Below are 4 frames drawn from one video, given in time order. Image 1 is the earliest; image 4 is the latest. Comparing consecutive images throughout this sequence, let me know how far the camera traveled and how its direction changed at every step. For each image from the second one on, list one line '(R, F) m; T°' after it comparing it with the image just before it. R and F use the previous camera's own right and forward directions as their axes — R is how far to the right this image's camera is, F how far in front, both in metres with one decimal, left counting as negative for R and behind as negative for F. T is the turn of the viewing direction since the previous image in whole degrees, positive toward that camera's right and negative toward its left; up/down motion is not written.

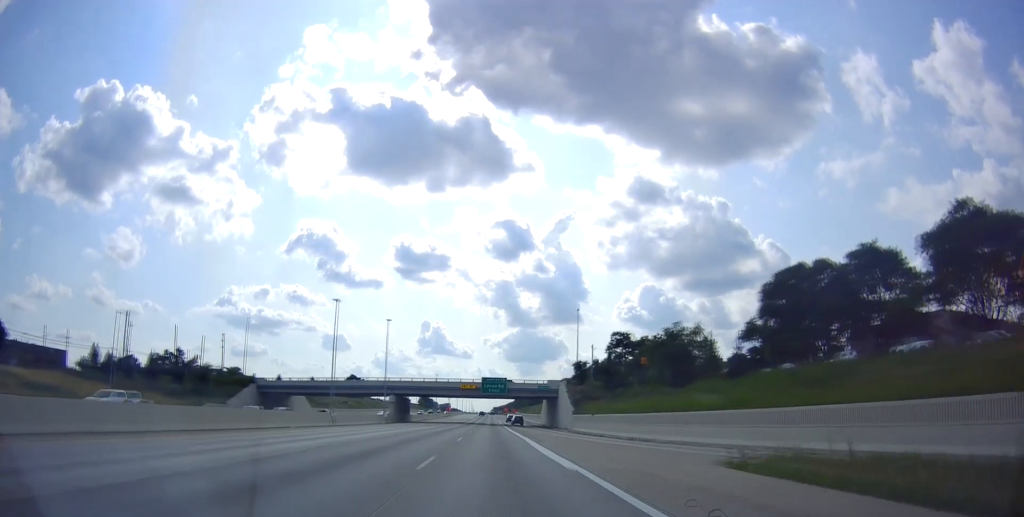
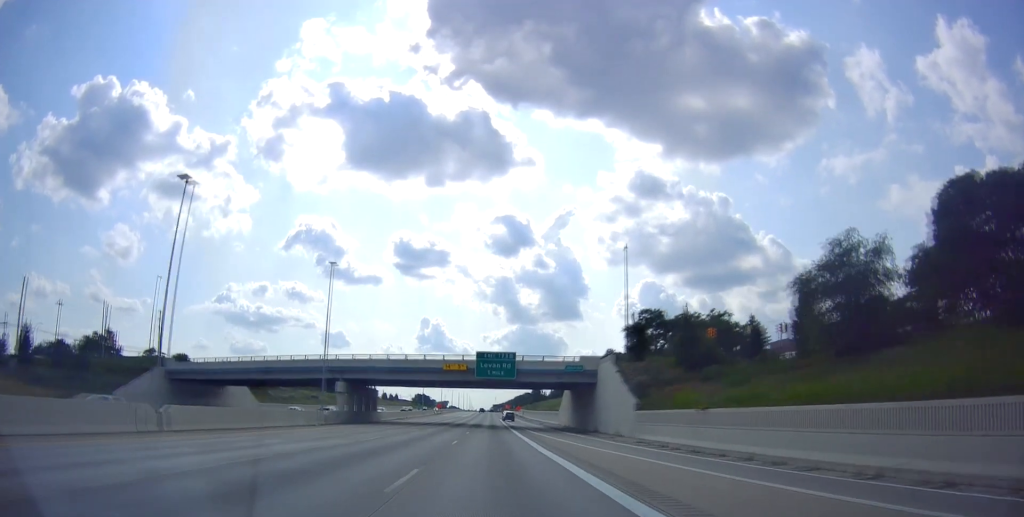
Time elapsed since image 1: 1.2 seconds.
(+0.4, +34.2) m; +1°
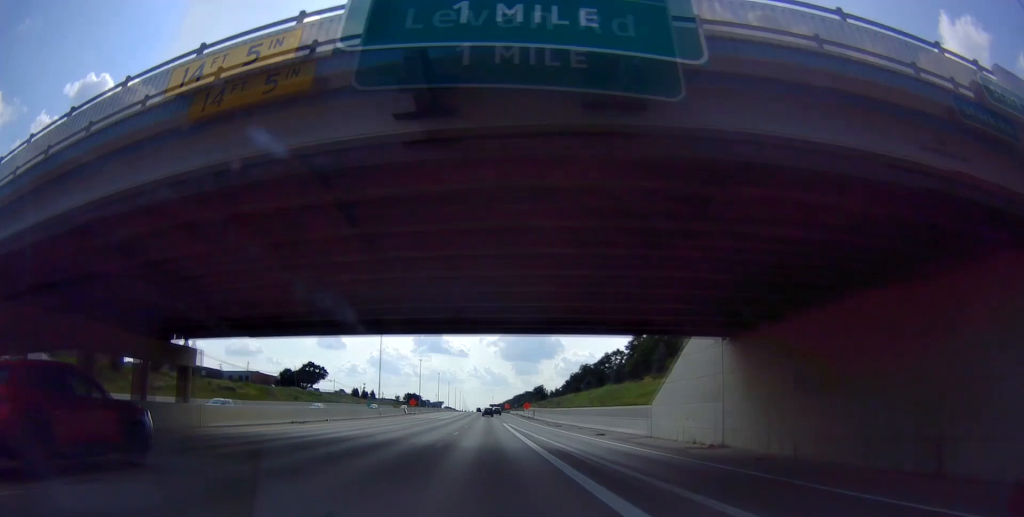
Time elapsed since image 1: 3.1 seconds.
(0.0, +53.6) m; -1°
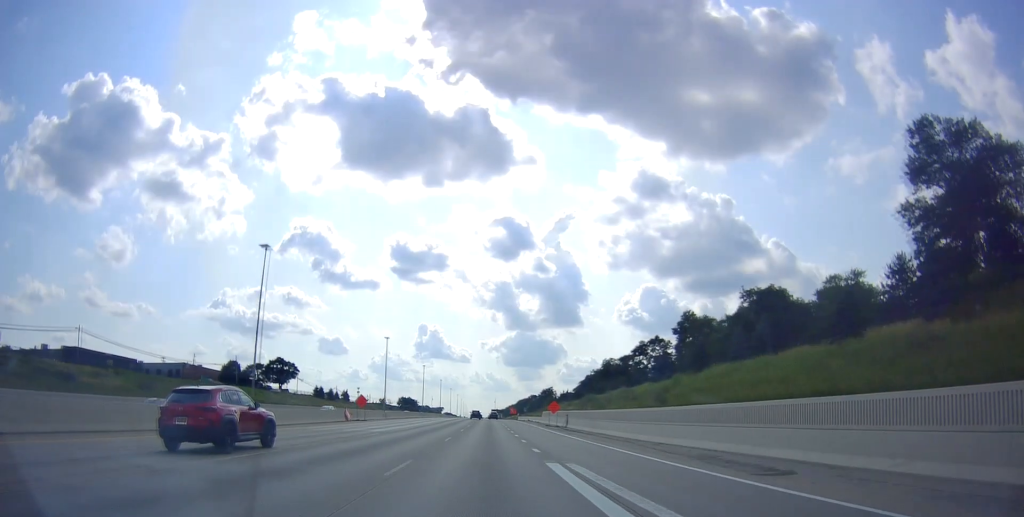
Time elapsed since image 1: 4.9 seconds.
(-0.6, +50.4) m; -1°
